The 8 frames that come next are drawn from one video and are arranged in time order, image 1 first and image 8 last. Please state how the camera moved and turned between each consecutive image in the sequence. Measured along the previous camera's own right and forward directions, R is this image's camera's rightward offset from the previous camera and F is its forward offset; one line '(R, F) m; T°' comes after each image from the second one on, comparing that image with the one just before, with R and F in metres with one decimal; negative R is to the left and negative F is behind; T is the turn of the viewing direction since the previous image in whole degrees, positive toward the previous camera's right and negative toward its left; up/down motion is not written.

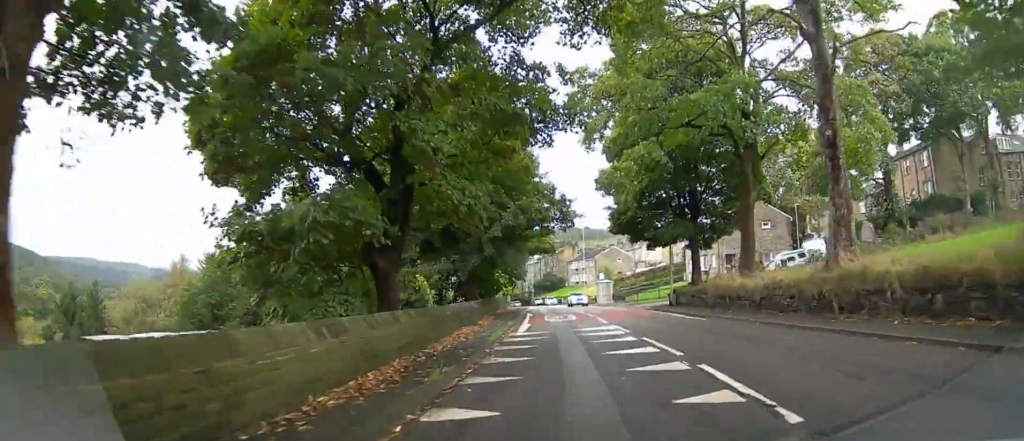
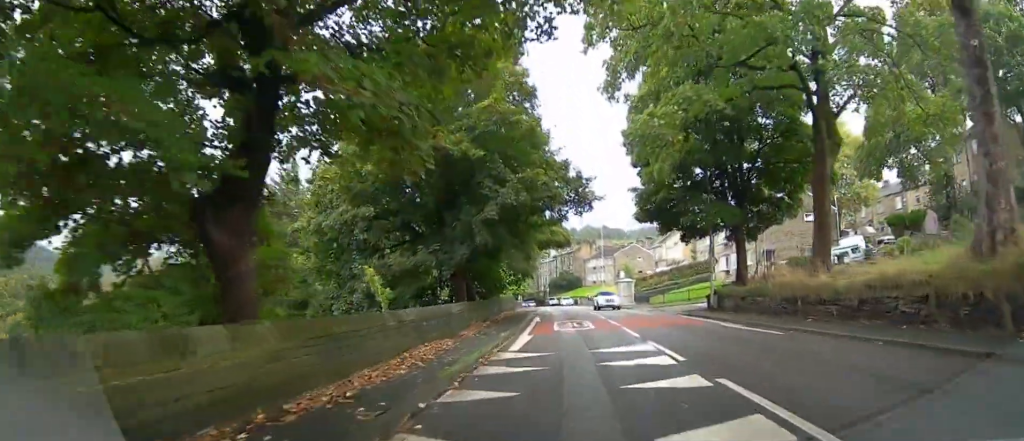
(-0.2, +6.3) m; -2°
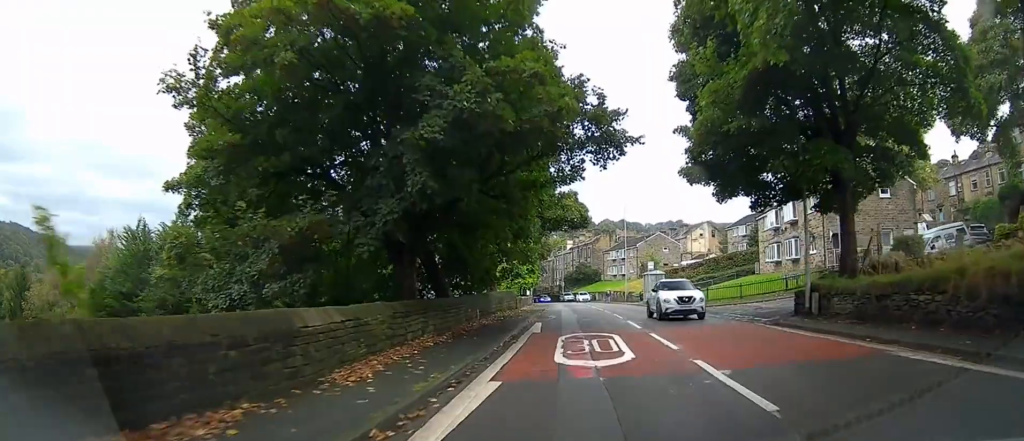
(-0.1, +10.1) m; -1°
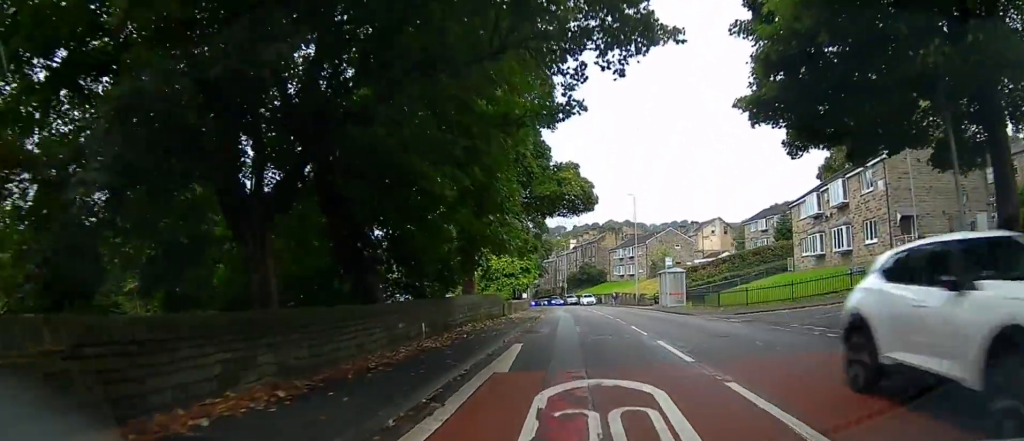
(0.0, +7.6) m; 0°
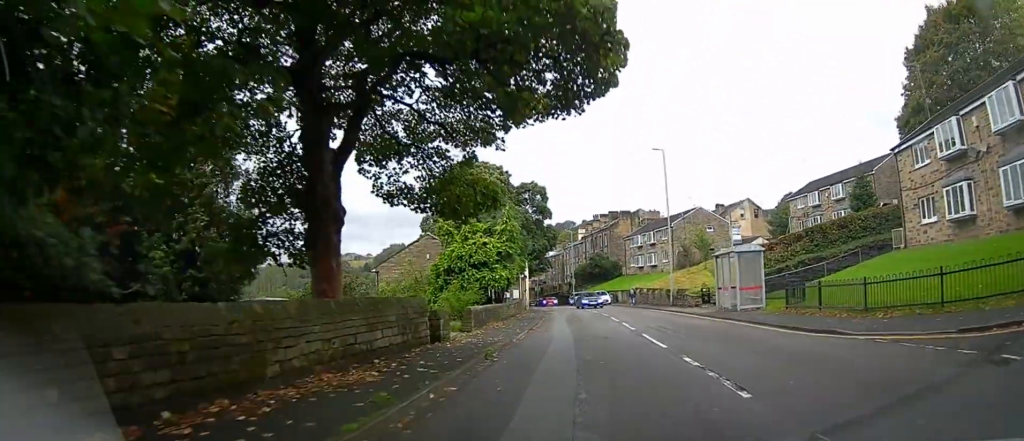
(0.0, +15.8) m; -1°
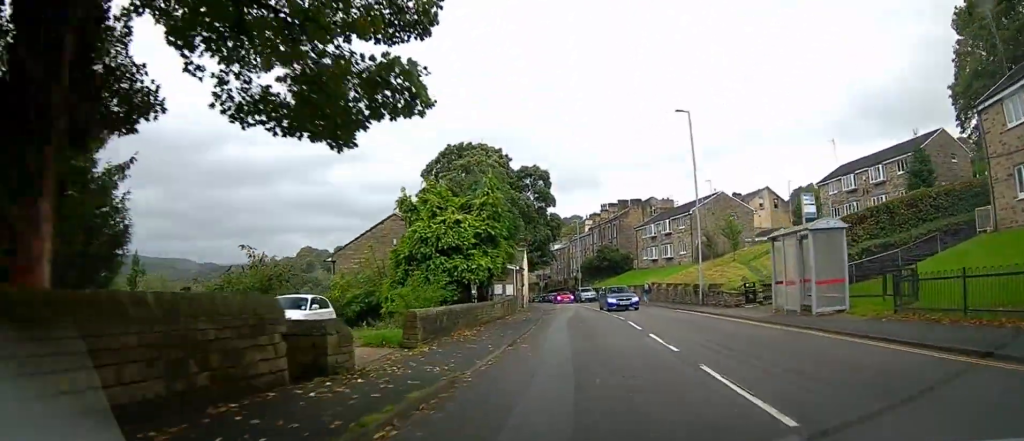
(0.0, +7.1) m; -1°
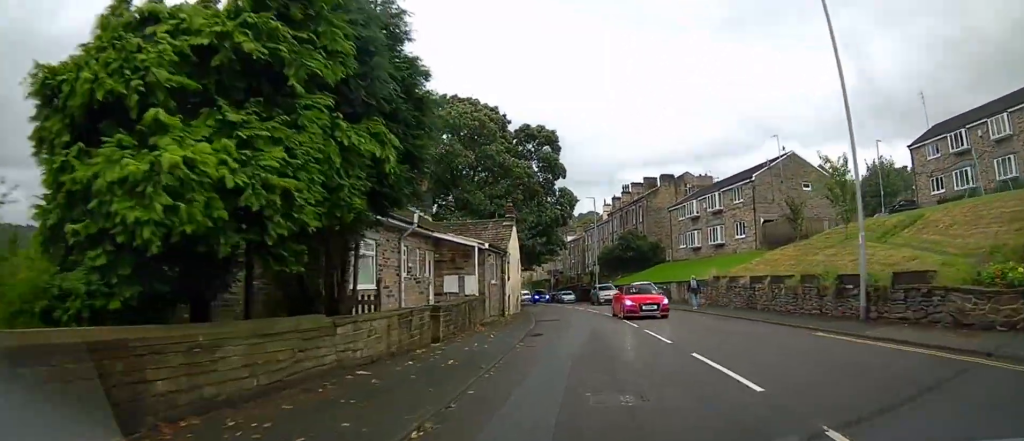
(-0.8, +16.5) m; -4°
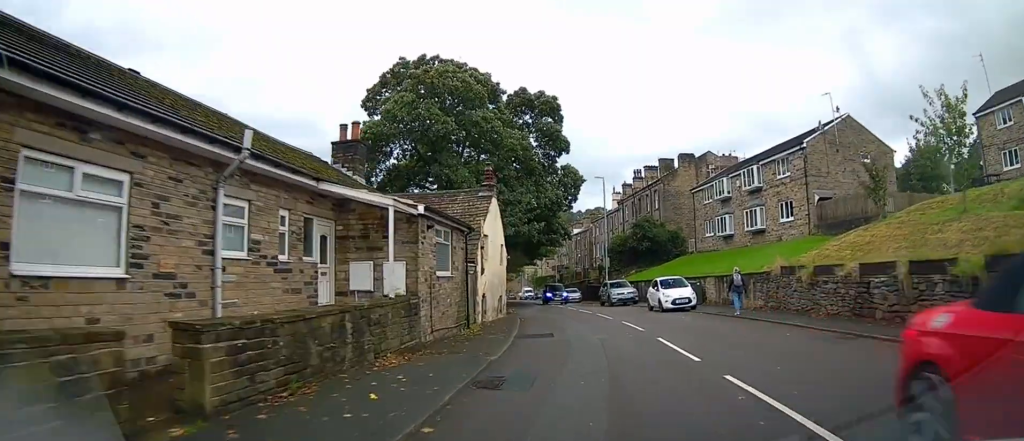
(-0.1, +8.9) m; 0°
